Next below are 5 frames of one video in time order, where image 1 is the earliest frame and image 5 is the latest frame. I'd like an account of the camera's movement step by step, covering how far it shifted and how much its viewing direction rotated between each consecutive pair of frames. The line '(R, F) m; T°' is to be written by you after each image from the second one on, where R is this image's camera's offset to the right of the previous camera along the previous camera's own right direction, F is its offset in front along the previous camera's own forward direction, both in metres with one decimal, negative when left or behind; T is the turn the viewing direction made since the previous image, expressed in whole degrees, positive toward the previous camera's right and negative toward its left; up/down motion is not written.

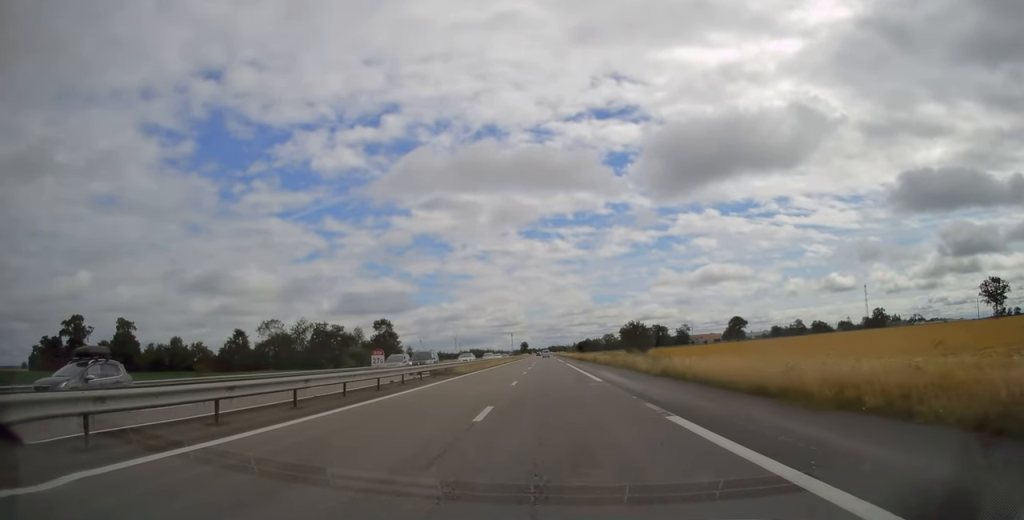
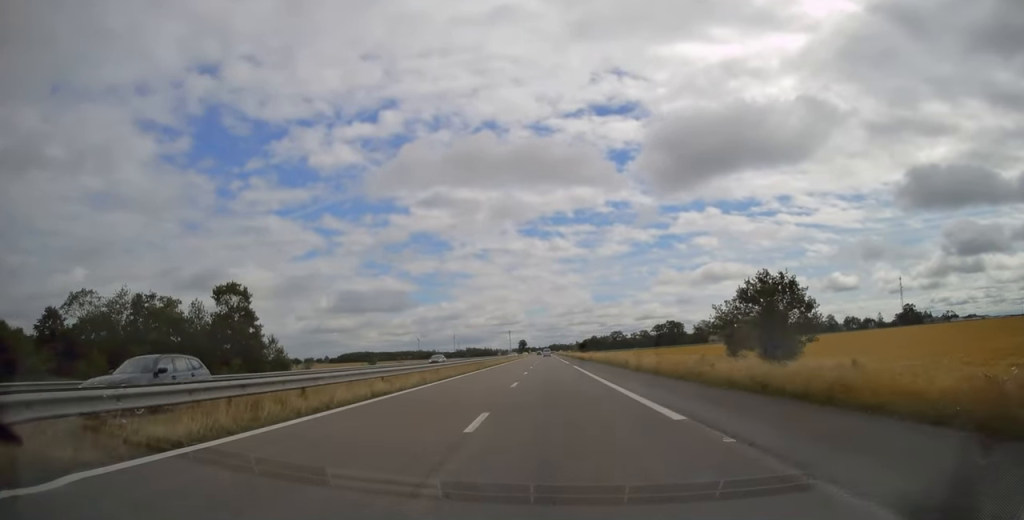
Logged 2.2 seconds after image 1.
(+0.6, +67.1) m; 0°
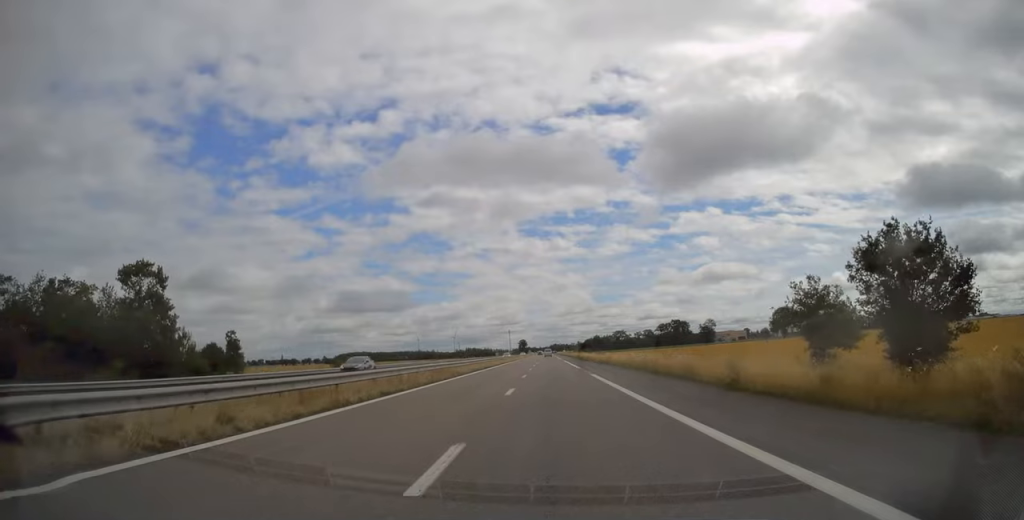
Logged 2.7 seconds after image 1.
(0.0, +17.6) m; 0°
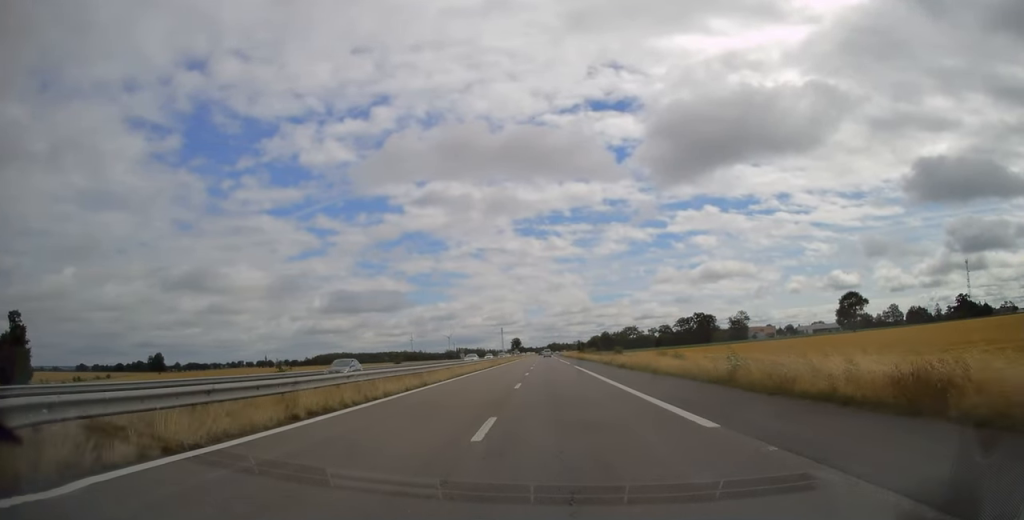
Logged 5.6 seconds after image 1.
(+0.5, +88.2) m; 0°
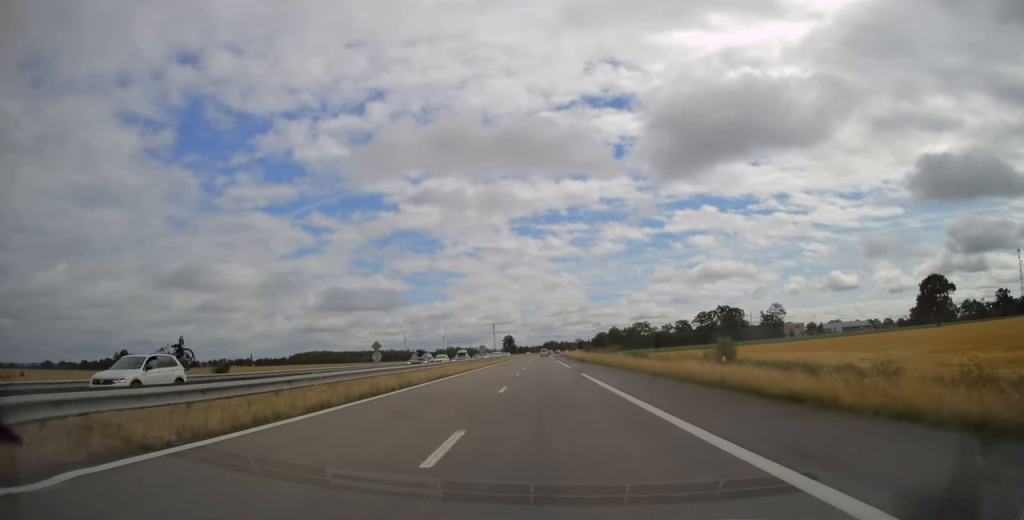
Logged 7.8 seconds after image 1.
(+0.9, +67.6) m; +1°
